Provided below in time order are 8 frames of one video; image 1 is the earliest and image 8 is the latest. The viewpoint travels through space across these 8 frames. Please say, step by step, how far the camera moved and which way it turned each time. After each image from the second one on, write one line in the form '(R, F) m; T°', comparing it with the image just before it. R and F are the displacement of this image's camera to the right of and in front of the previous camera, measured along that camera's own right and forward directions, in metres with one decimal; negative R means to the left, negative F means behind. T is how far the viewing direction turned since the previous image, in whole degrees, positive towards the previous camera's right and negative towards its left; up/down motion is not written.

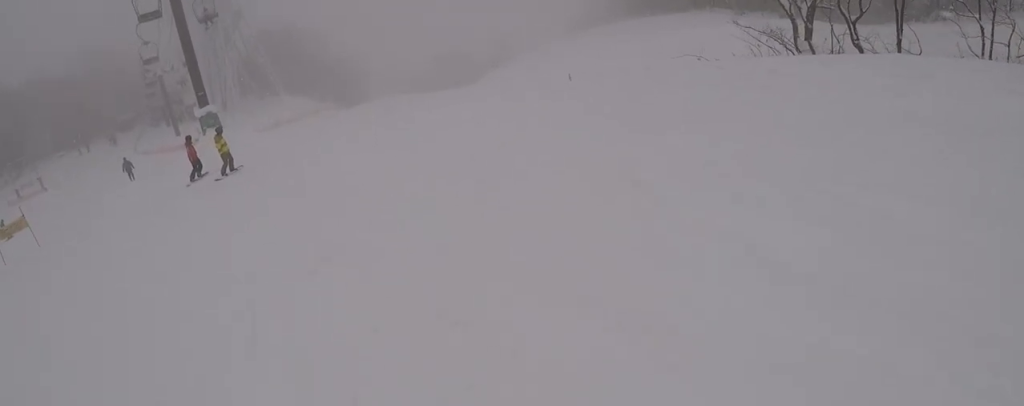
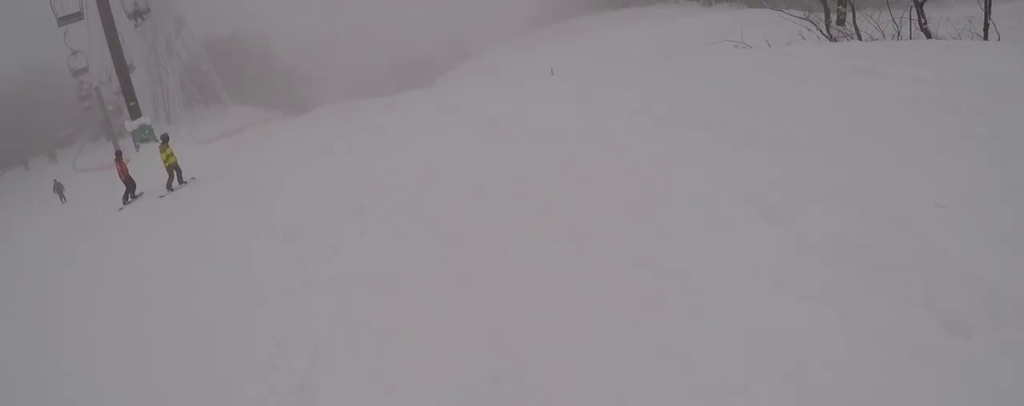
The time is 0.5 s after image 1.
(+0.2, +3.0) m; +2°
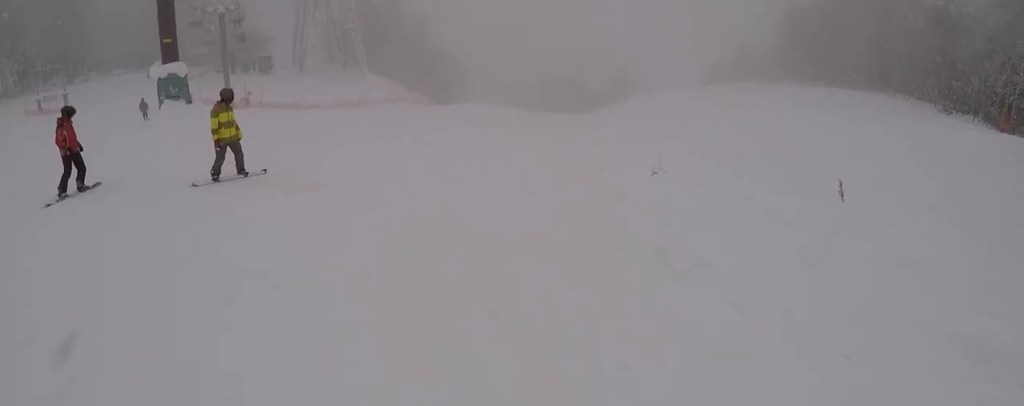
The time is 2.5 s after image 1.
(-0.1, +11.3) m; +5°
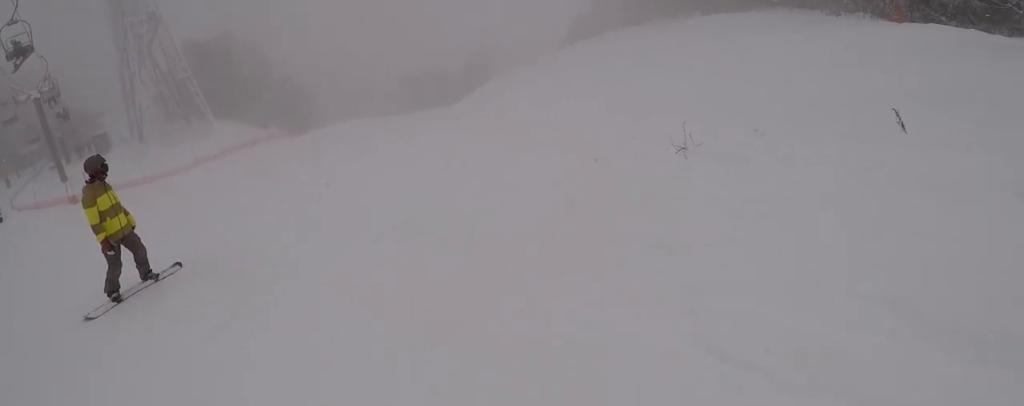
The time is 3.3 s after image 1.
(+0.6, +4.3) m; +3°
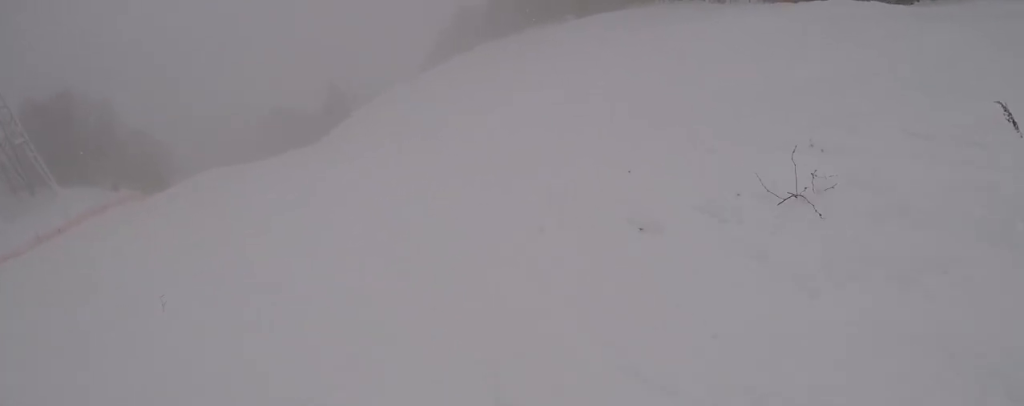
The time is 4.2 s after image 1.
(-0.4, +4.8) m; -5°
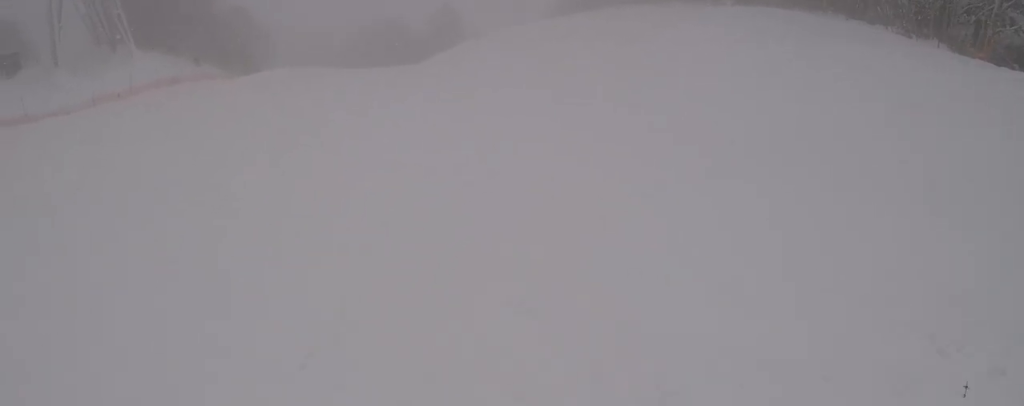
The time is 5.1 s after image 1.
(0.0, +5.2) m; -1°
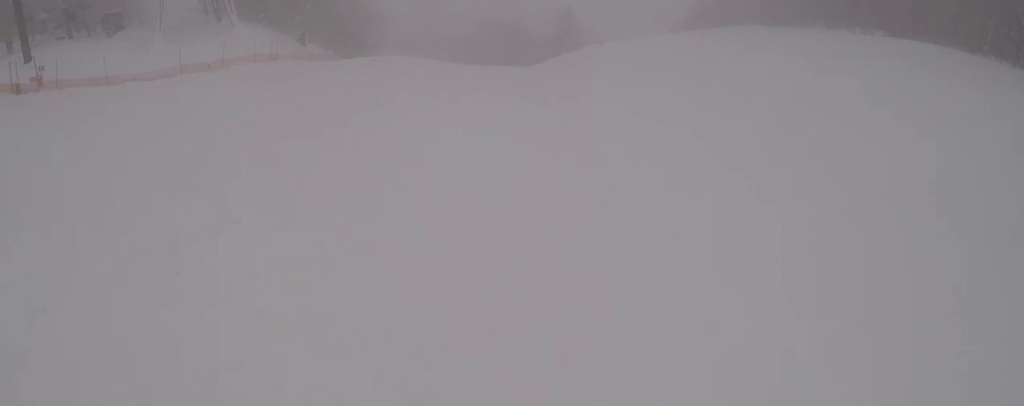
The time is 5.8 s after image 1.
(0.0, +4.0) m; -3°
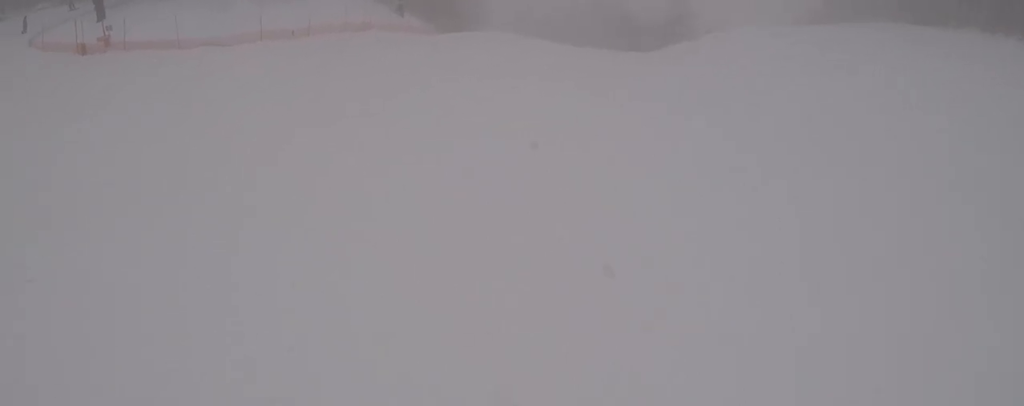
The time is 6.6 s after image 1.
(-0.1, +4.4) m; -2°
